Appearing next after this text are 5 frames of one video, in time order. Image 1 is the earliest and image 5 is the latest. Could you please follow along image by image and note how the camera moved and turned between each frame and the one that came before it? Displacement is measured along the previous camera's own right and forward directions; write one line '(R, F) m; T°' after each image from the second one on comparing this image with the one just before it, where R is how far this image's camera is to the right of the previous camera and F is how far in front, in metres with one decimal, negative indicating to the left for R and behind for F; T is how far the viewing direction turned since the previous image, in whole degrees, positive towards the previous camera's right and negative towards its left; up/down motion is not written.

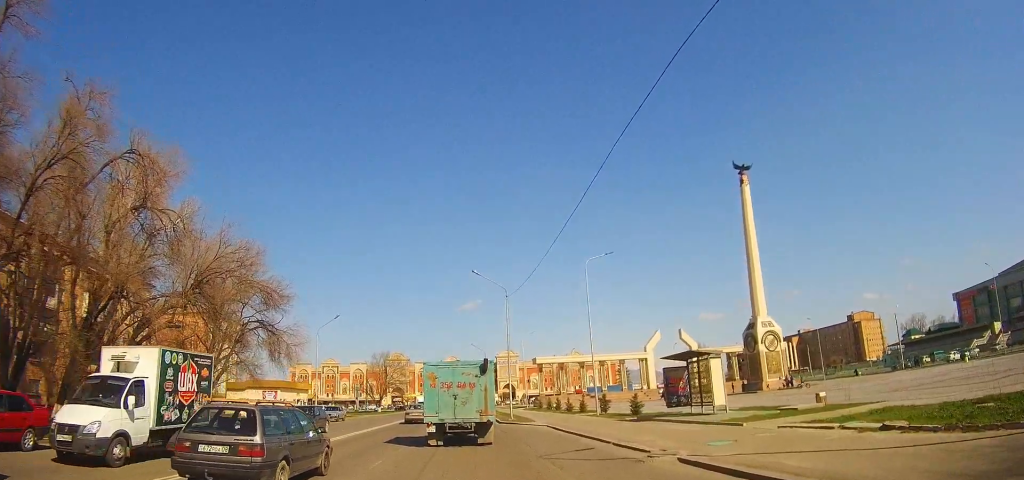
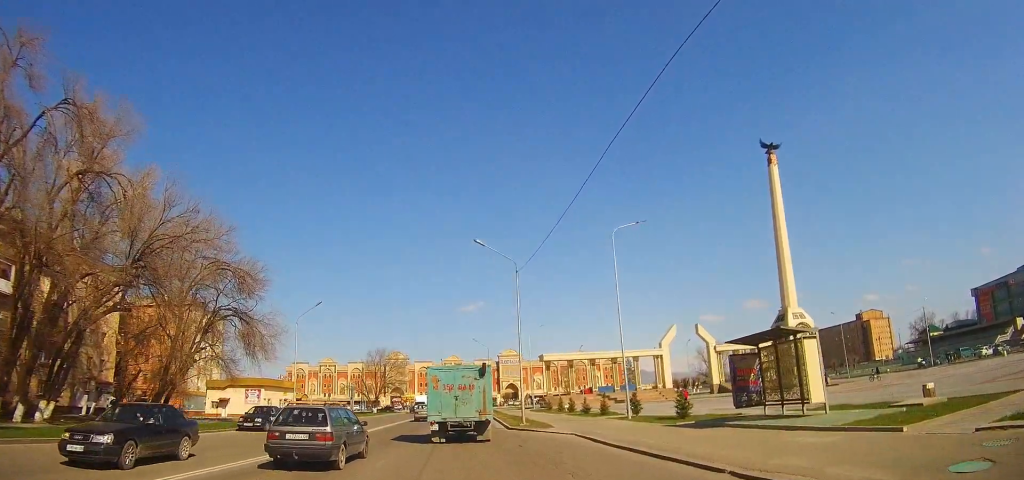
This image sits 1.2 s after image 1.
(-0.1, +7.1) m; 0°
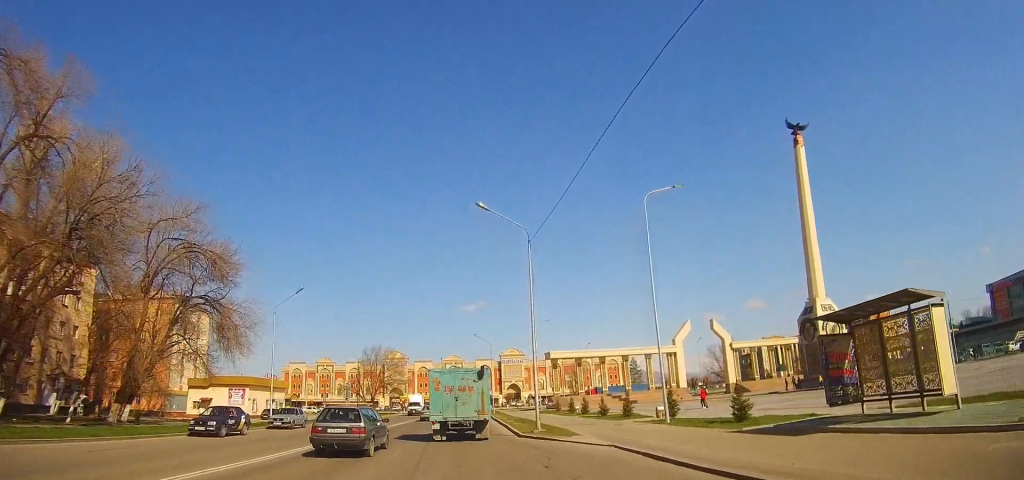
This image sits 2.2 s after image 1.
(0.0, +5.6) m; 0°
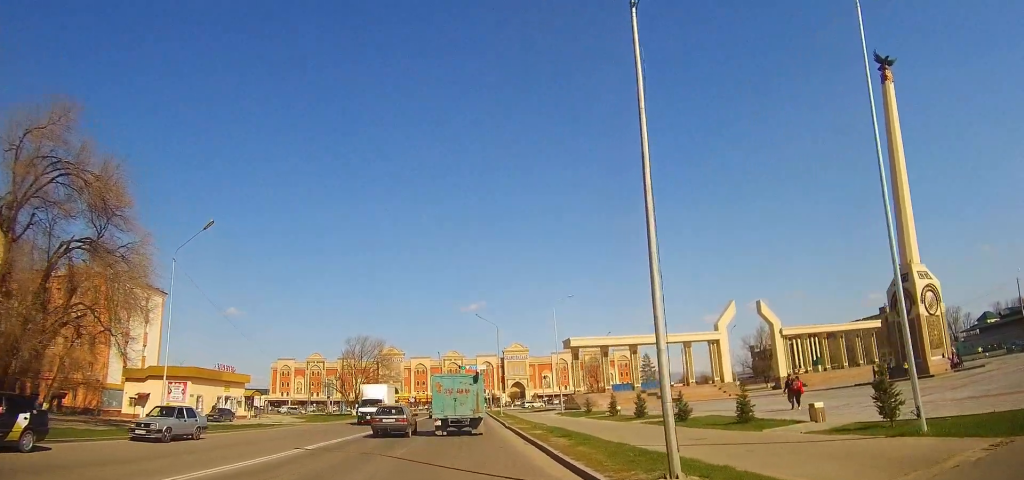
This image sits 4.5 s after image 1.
(-0.6, +15.1) m; -2°
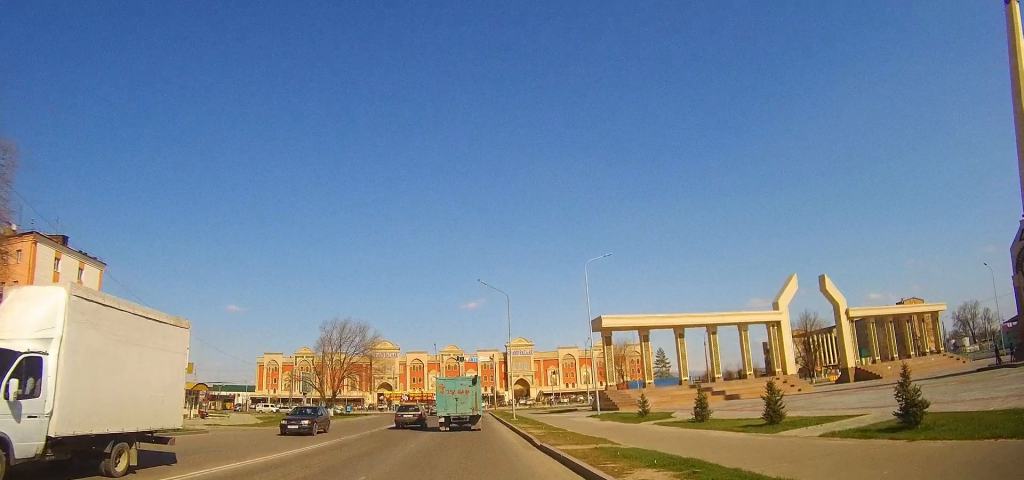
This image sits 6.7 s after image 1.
(+0.3, +14.4) m; +1°
